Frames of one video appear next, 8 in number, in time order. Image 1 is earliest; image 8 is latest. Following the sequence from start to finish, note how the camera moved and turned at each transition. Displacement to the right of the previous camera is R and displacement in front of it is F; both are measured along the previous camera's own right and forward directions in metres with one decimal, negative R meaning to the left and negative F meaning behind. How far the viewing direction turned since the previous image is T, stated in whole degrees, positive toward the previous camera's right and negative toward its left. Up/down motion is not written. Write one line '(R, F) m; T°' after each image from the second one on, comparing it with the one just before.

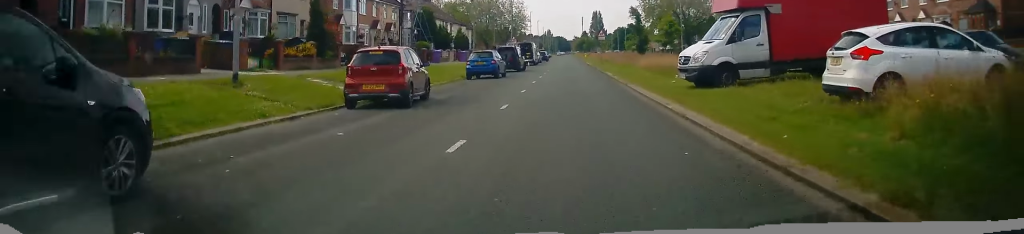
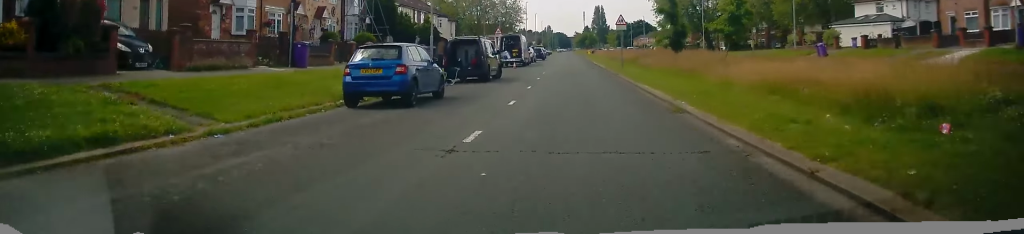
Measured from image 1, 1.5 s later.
(-0.3, +17.4) m; 0°
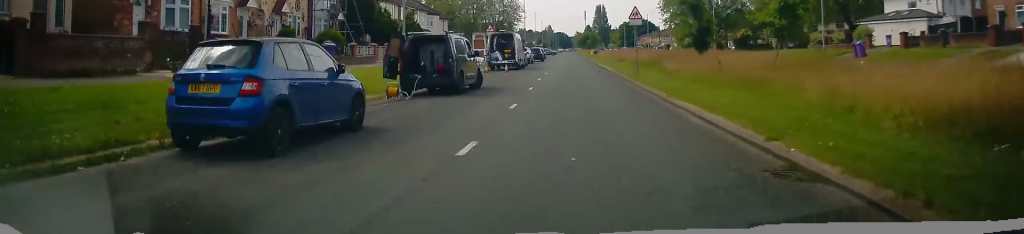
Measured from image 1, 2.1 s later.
(+0.2, +6.8) m; +1°
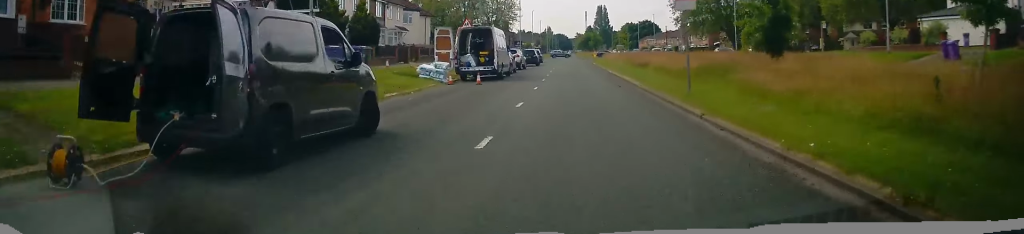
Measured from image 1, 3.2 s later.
(+0.1, +11.8) m; +1°
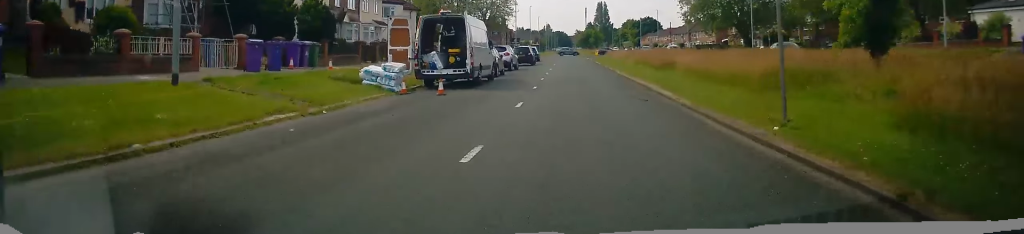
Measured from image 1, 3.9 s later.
(0.0, +7.4) m; -1°
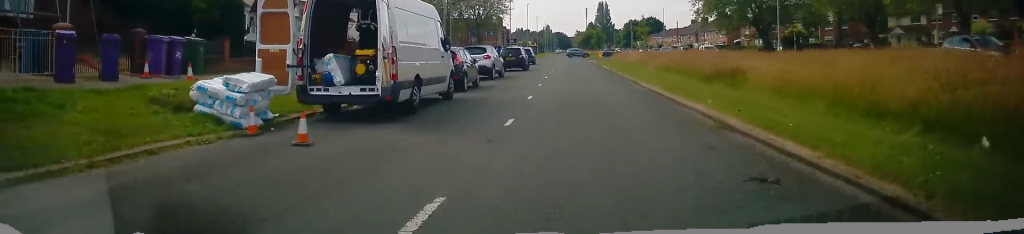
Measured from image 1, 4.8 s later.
(-0.1, +9.3) m; -1°
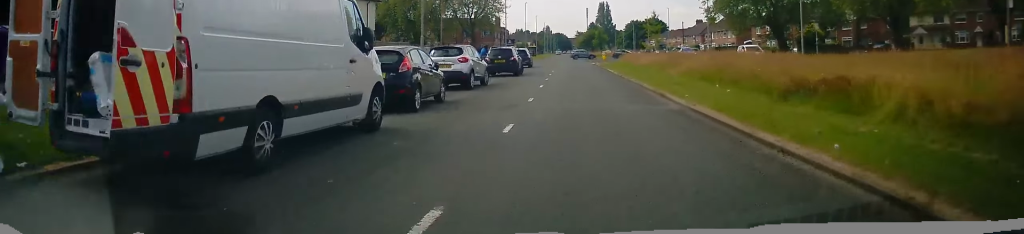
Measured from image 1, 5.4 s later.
(-0.1, +6.5) m; 0°
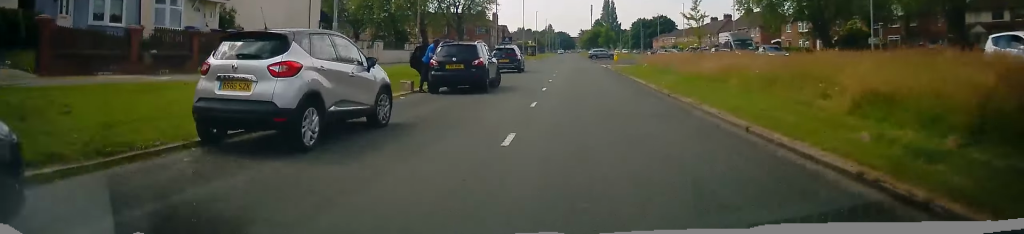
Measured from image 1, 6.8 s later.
(+0.1, +13.7) m; -1°
